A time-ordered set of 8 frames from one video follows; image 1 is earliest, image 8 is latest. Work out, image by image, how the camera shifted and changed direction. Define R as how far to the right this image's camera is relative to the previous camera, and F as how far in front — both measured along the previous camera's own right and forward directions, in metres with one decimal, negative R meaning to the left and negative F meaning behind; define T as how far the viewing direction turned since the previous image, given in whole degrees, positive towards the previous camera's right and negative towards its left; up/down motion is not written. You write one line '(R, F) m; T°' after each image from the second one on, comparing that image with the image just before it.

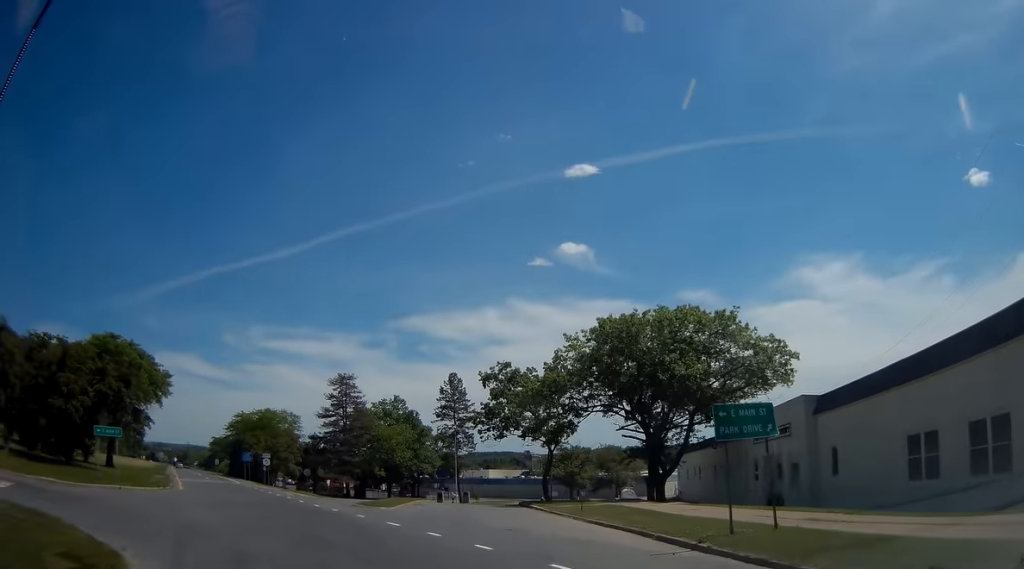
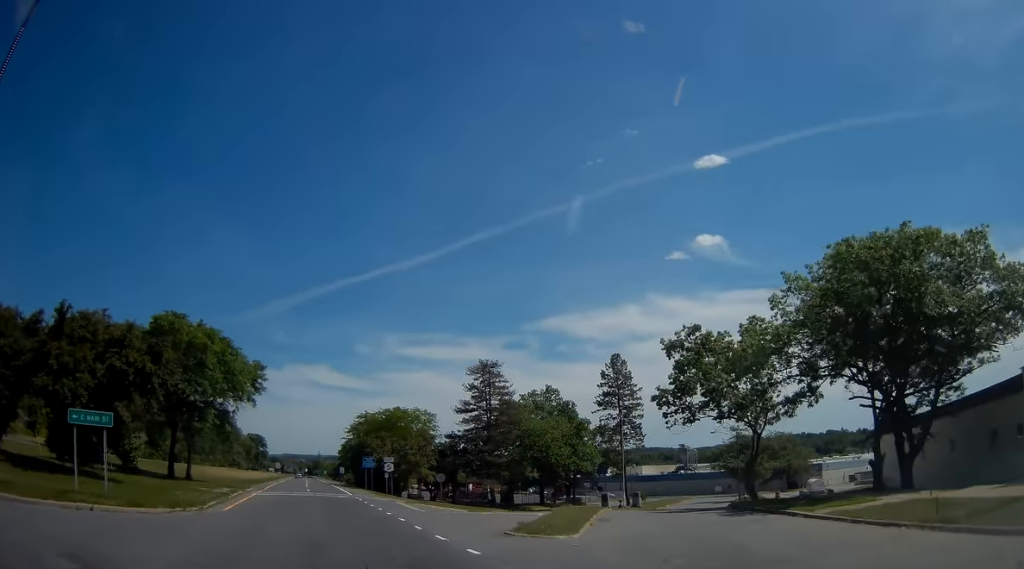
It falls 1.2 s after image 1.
(-1.5, +14.0) m; -12°
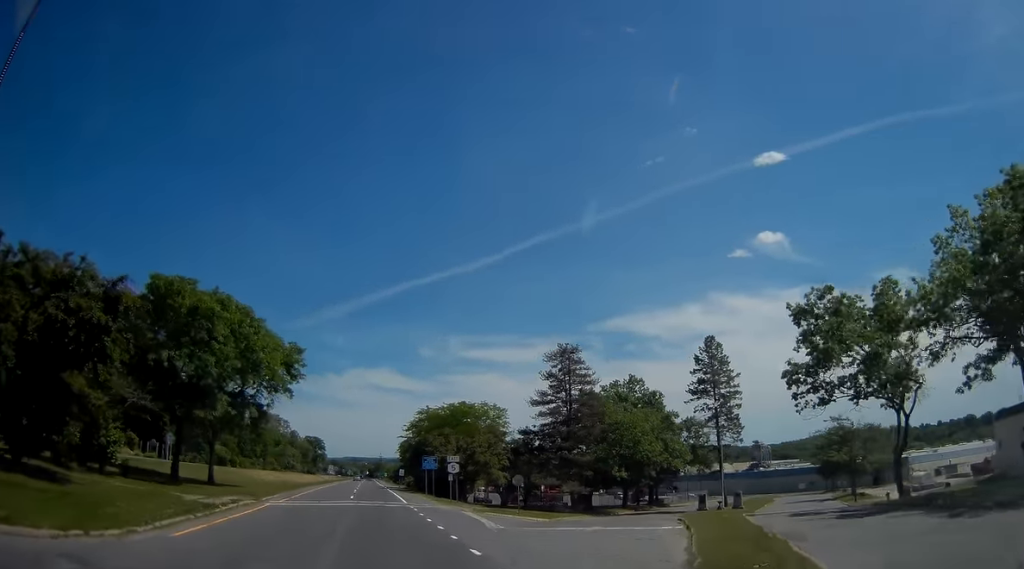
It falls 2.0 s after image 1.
(-0.7, +10.0) m; -6°
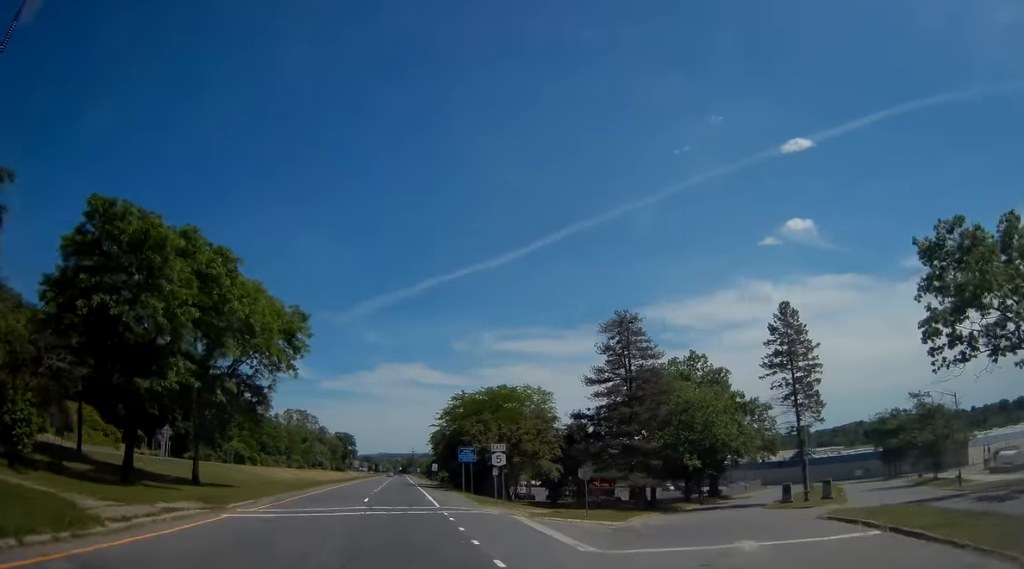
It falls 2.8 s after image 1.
(-0.5, +10.2) m; -2°
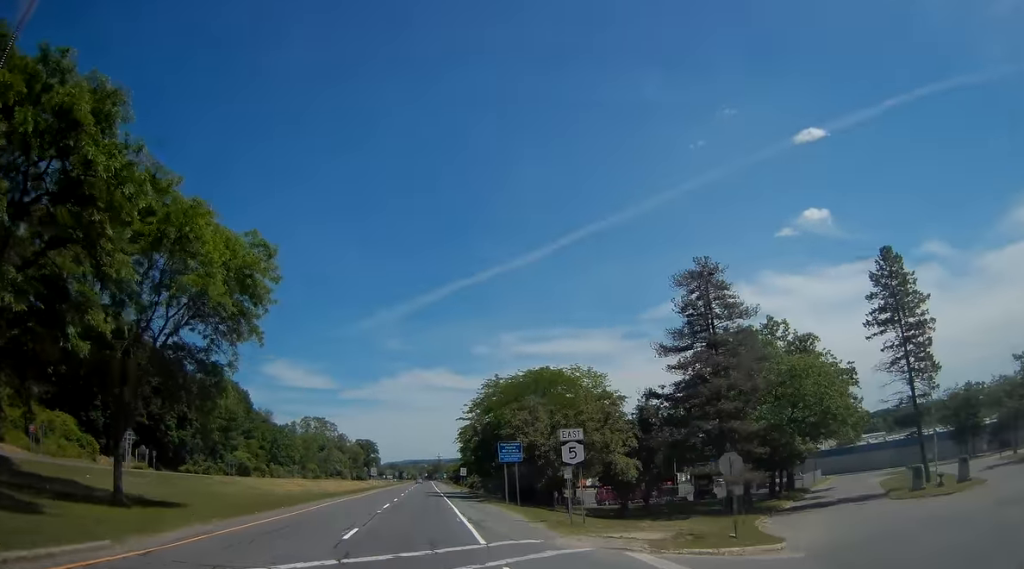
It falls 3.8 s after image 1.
(+0.2, +14.4) m; -1°
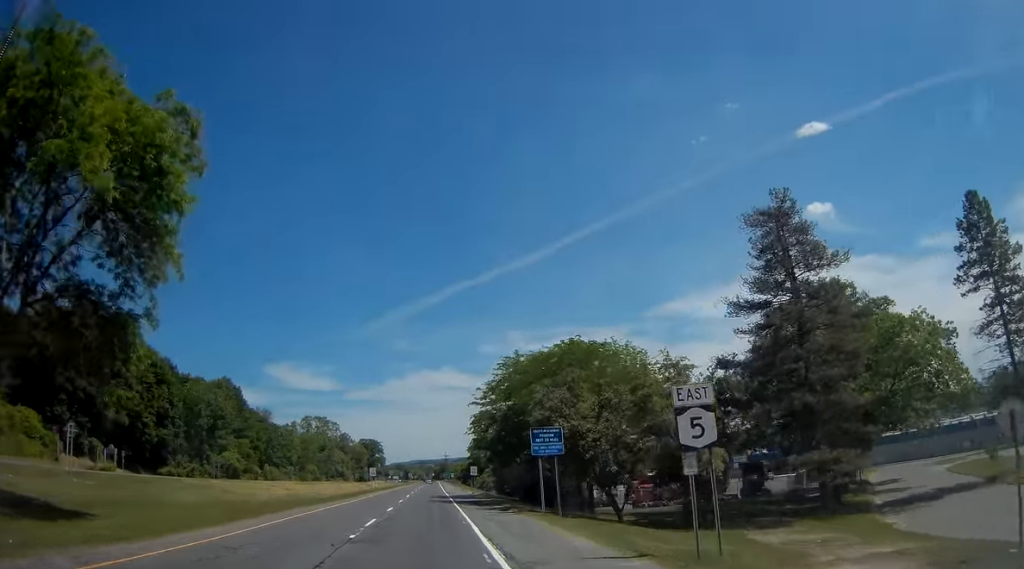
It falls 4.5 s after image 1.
(-0.3, +11.3) m; -3°
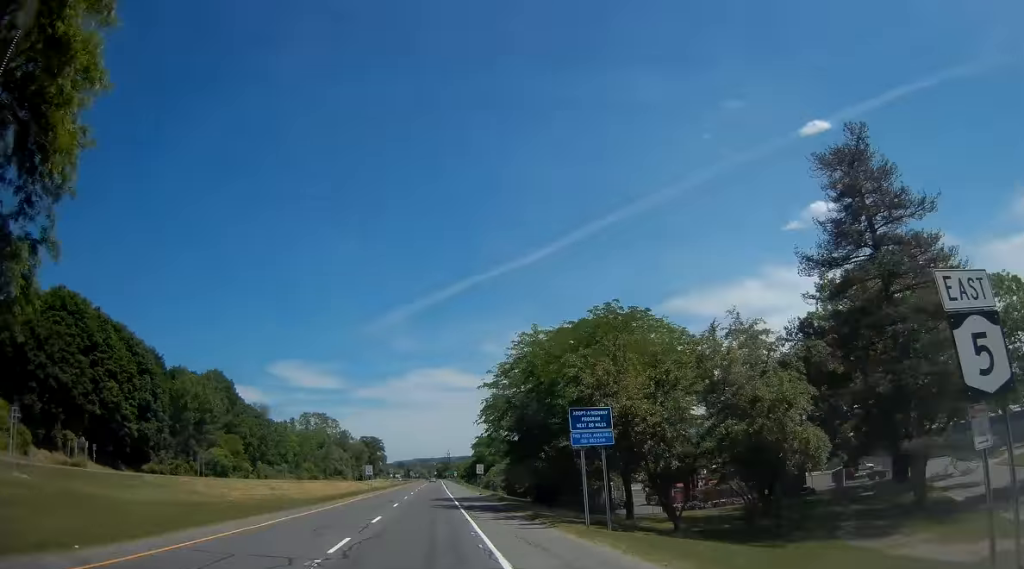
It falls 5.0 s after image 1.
(-0.1, +7.8) m; -1°
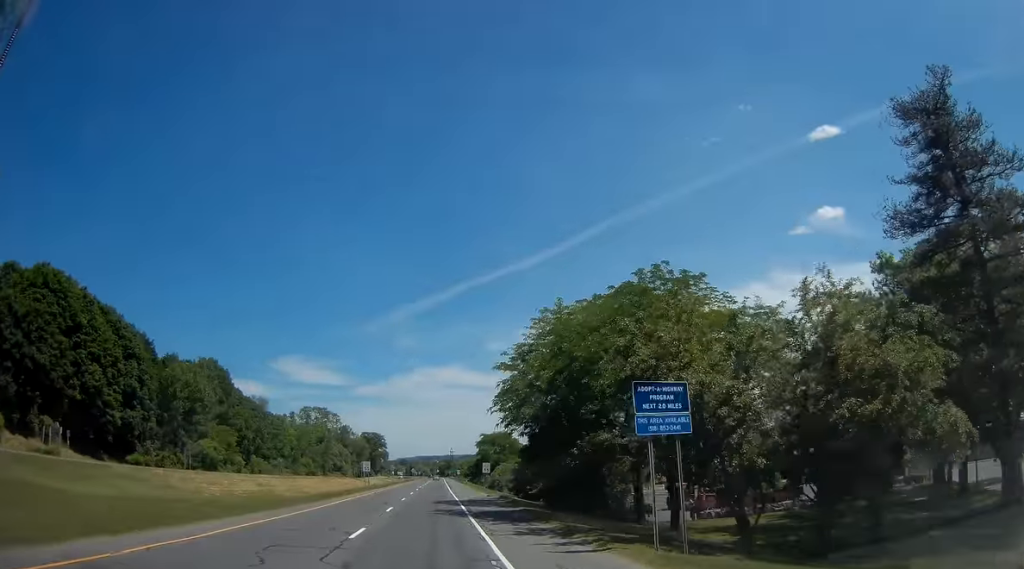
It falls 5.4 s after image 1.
(-0.3, +6.3) m; +1°
